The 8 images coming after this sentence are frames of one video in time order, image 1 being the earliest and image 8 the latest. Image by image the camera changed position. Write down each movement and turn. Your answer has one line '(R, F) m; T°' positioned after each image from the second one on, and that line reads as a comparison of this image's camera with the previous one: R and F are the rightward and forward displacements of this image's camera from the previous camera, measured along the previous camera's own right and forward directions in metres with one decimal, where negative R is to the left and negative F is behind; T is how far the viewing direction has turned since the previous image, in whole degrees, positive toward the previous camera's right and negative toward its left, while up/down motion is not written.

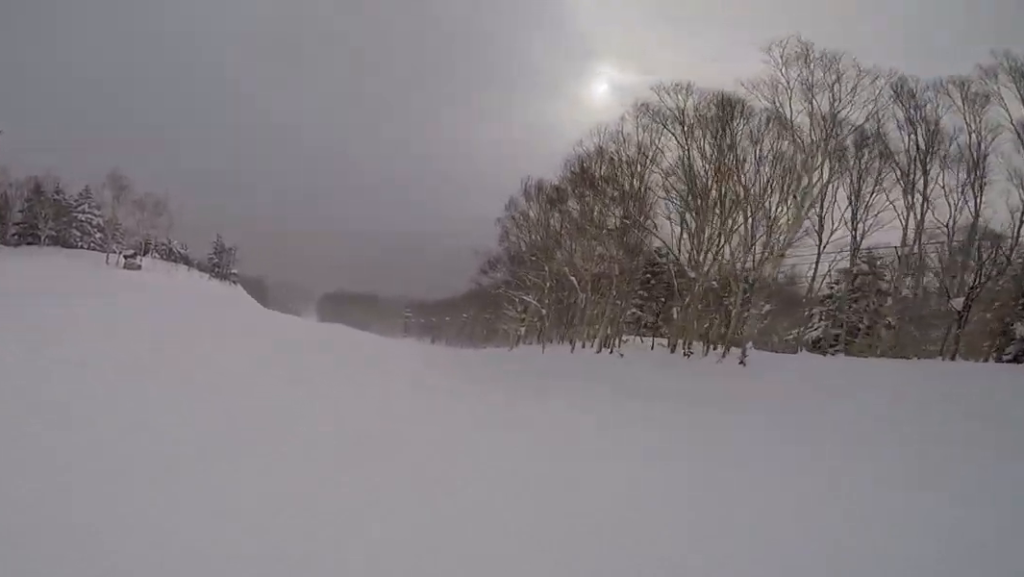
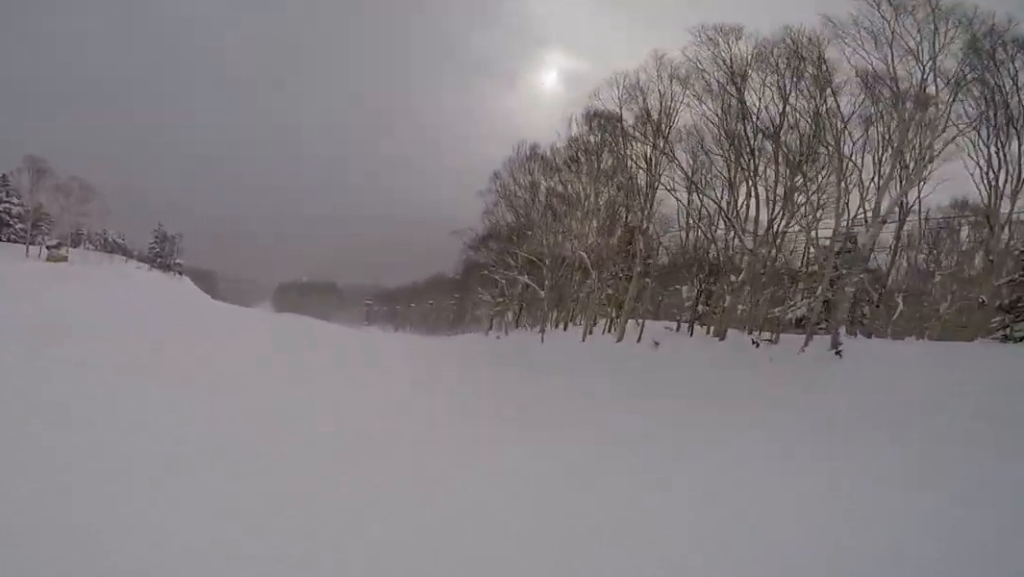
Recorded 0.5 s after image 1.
(-0.3, +4.6) m; +3°
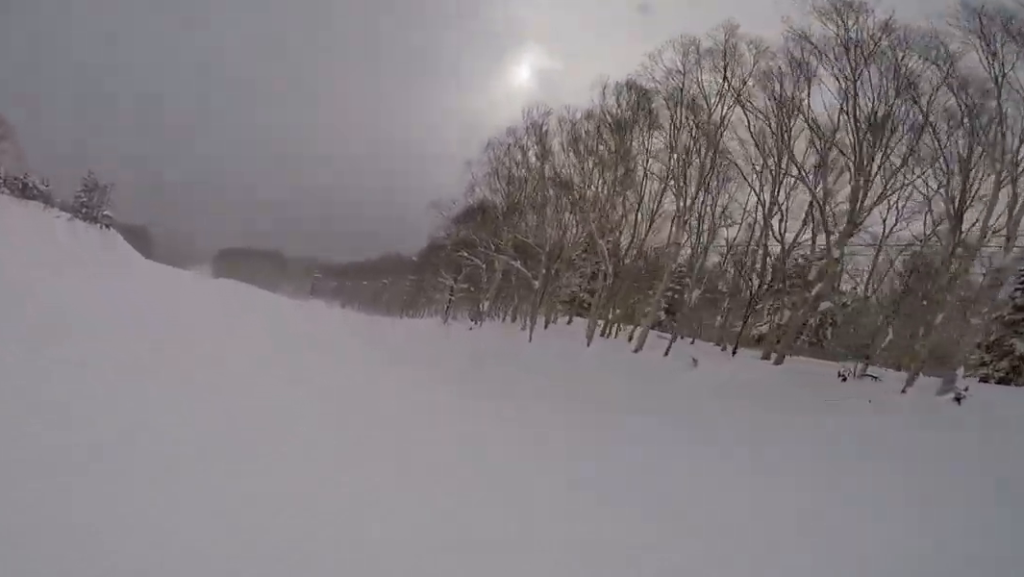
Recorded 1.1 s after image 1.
(+0.4, +4.7) m; -2°
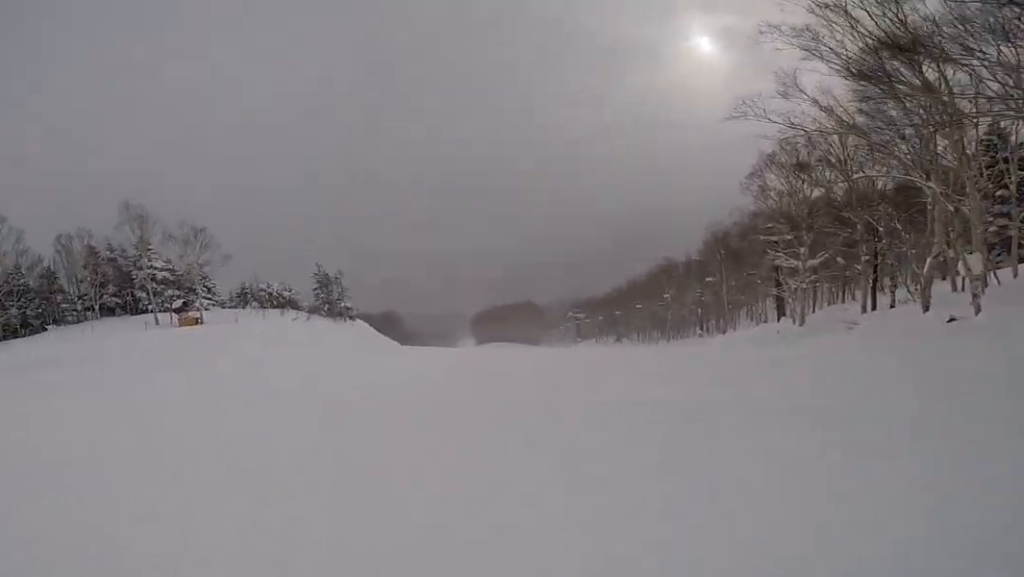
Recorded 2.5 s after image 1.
(-1.2, +11.8) m; -24°
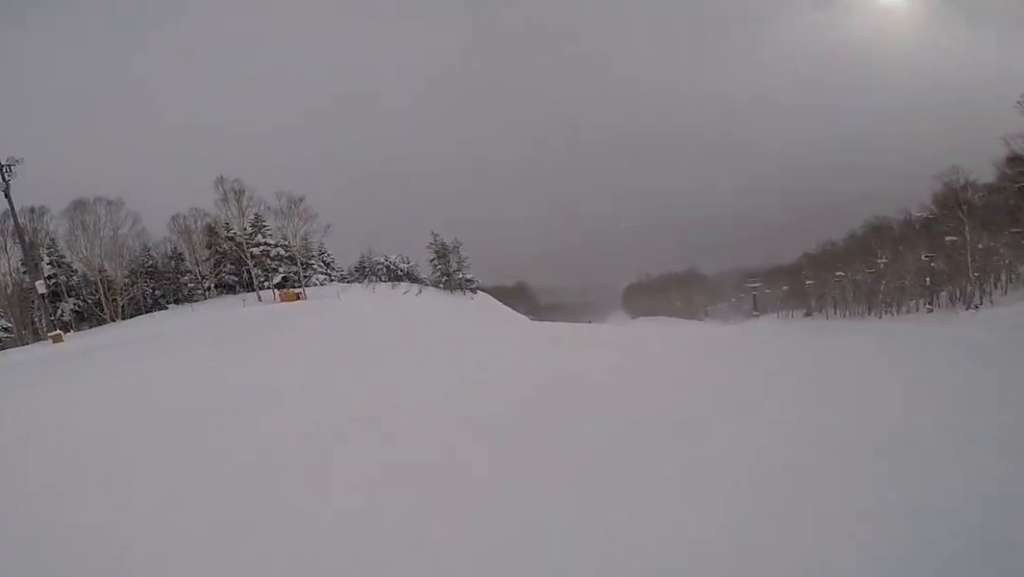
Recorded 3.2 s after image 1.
(-1.1, +5.7) m; -5°
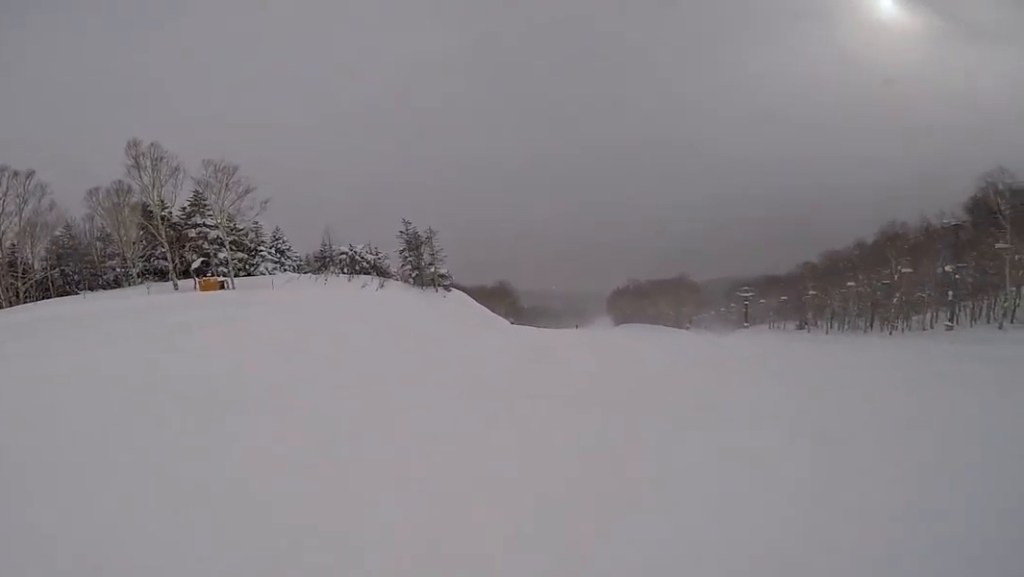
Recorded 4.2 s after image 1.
(0.0, +6.8) m; +6°
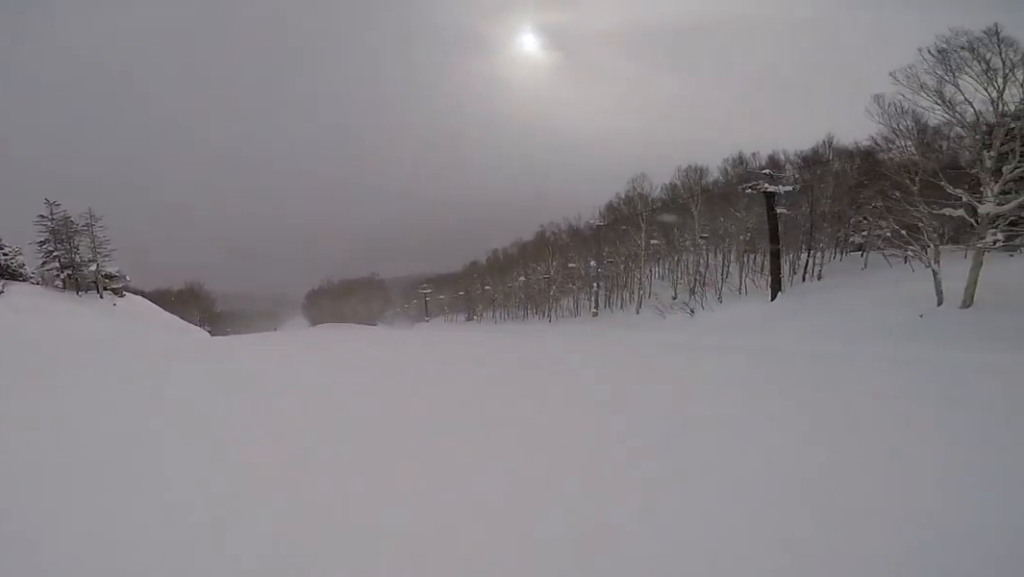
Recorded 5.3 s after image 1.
(+1.1, +8.1) m; +23°
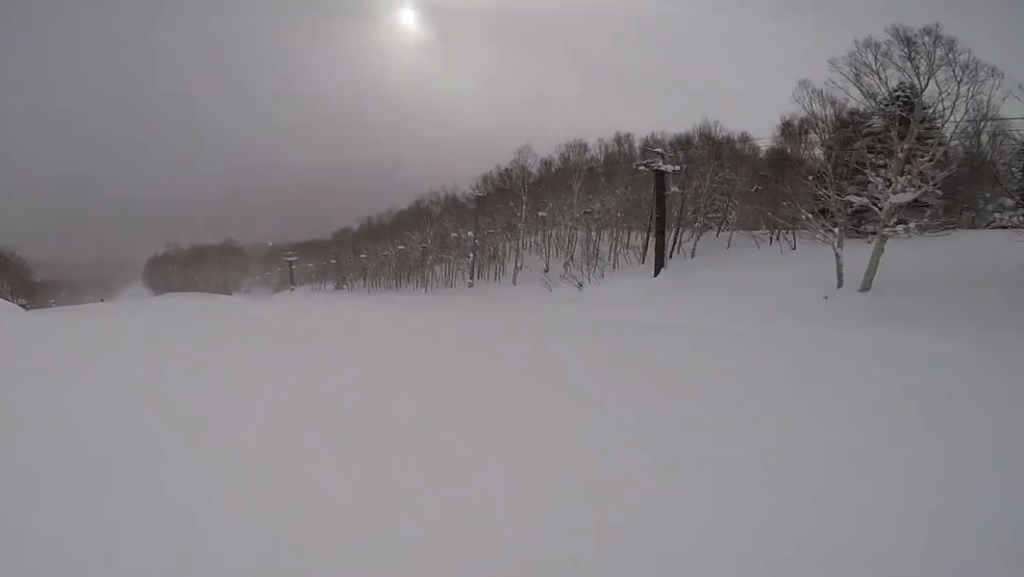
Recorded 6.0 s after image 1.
(+0.6, +4.1) m; +17°
